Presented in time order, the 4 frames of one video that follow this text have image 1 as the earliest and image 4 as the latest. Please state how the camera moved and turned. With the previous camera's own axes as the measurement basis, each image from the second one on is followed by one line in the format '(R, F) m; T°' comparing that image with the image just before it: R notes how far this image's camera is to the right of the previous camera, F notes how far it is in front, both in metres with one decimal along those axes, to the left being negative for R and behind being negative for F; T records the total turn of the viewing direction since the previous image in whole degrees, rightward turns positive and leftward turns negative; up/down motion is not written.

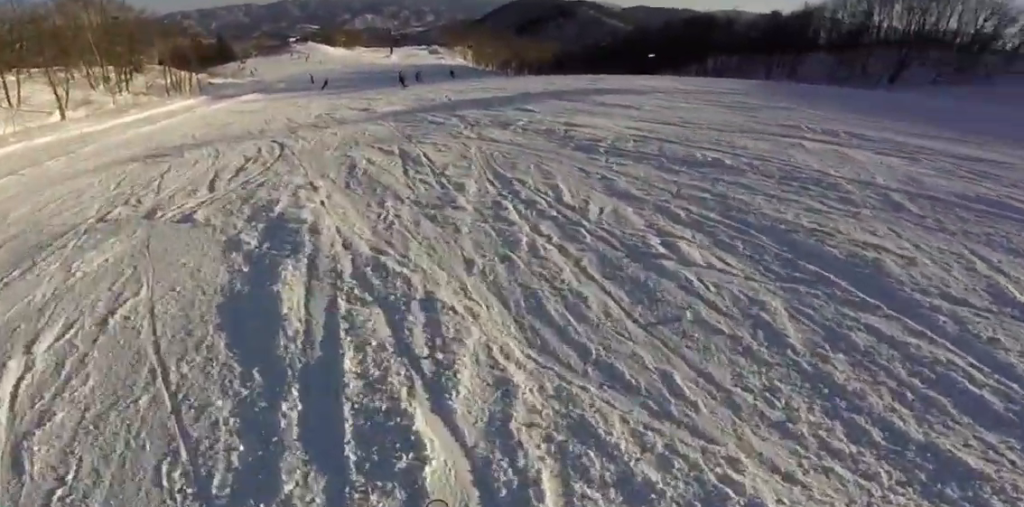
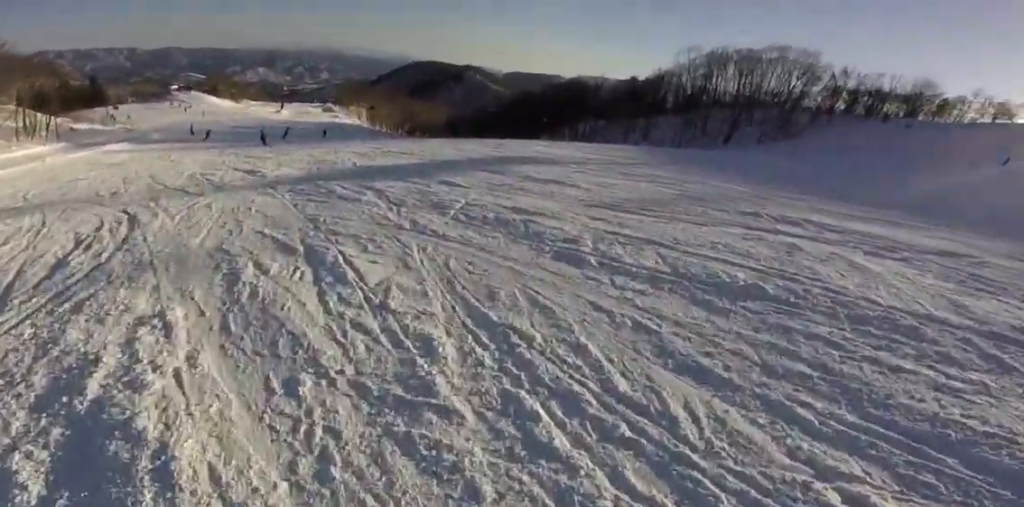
(+0.2, +2.4) m; +1°
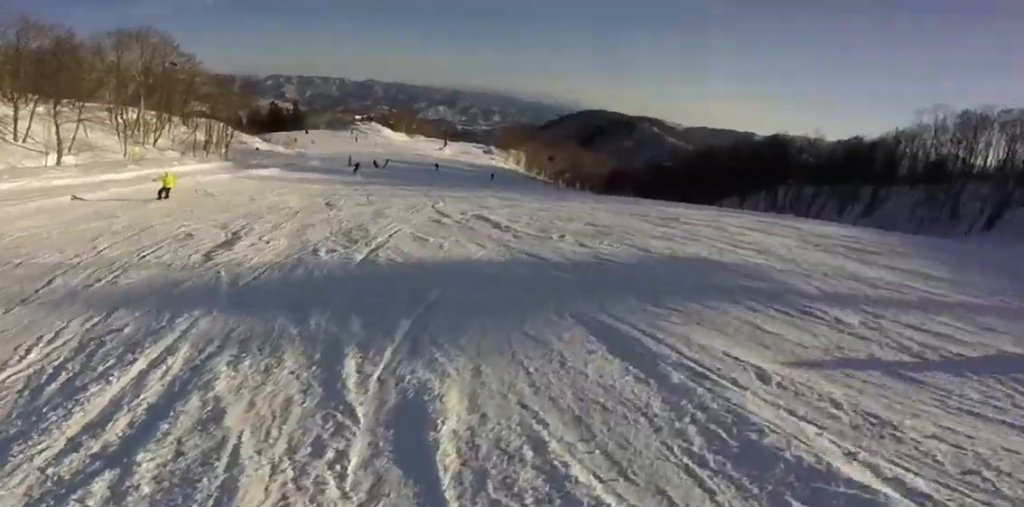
(-1.1, +6.5) m; -19°
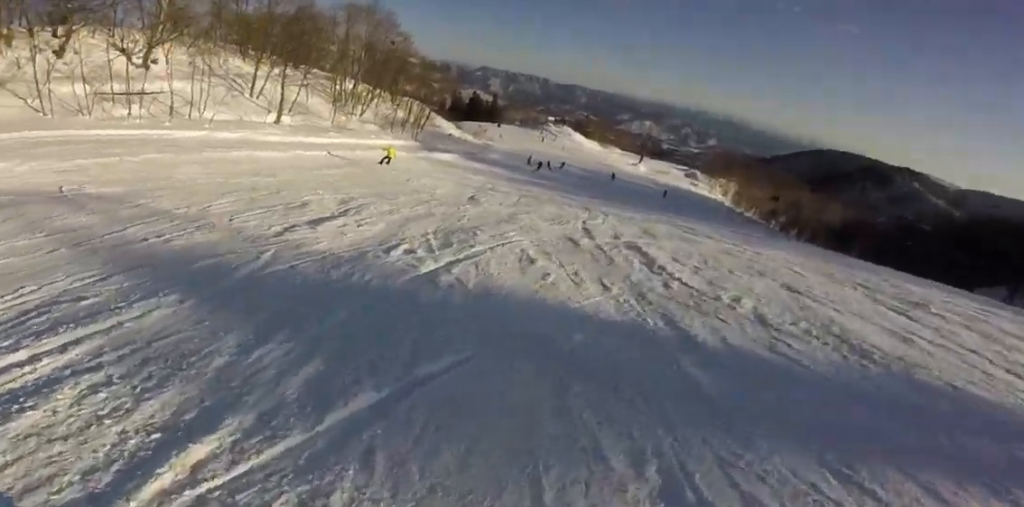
(+0.3, +2.1) m; -4°
